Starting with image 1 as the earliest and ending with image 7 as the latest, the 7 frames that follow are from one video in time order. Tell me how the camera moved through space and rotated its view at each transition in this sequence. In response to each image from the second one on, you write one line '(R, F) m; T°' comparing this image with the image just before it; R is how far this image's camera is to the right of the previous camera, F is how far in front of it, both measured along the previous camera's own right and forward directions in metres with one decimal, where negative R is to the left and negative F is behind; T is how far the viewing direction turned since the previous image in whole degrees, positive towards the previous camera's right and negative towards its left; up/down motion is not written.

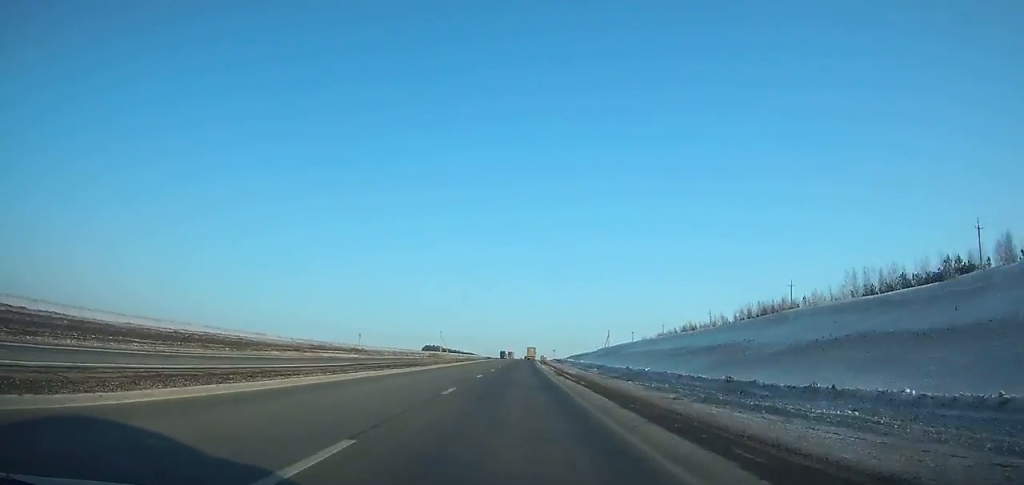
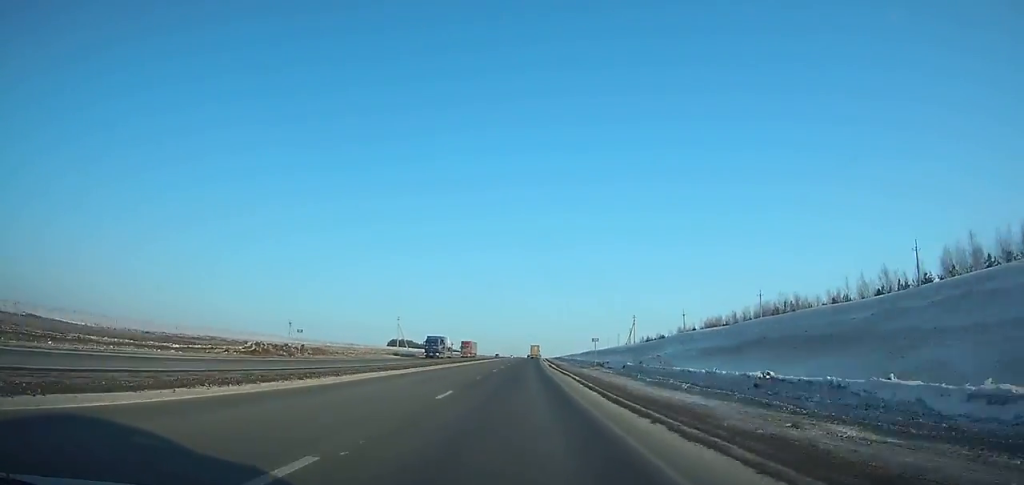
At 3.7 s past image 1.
(+1.0, +96.3) m; +1°
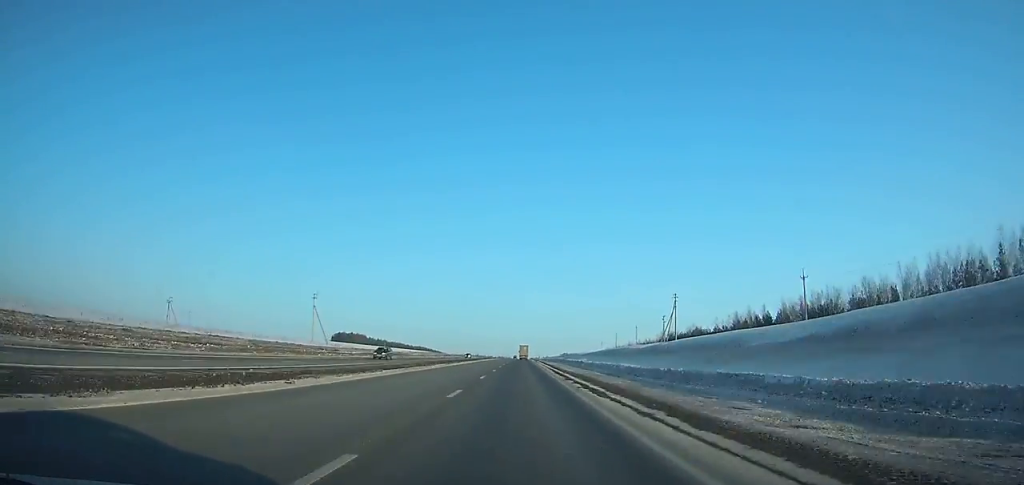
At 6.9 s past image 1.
(+0.7, +83.3) m; +1°
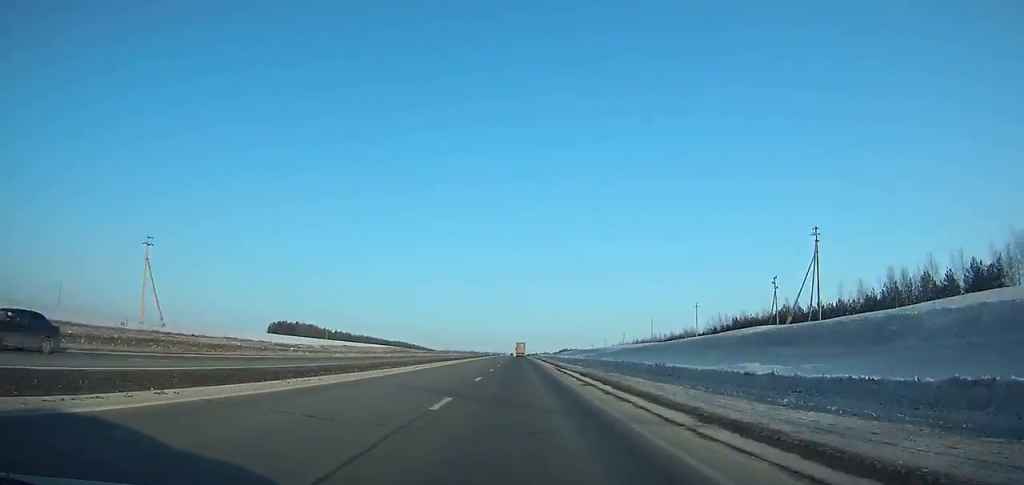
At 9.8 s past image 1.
(+0.4, +75.5) m; 0°
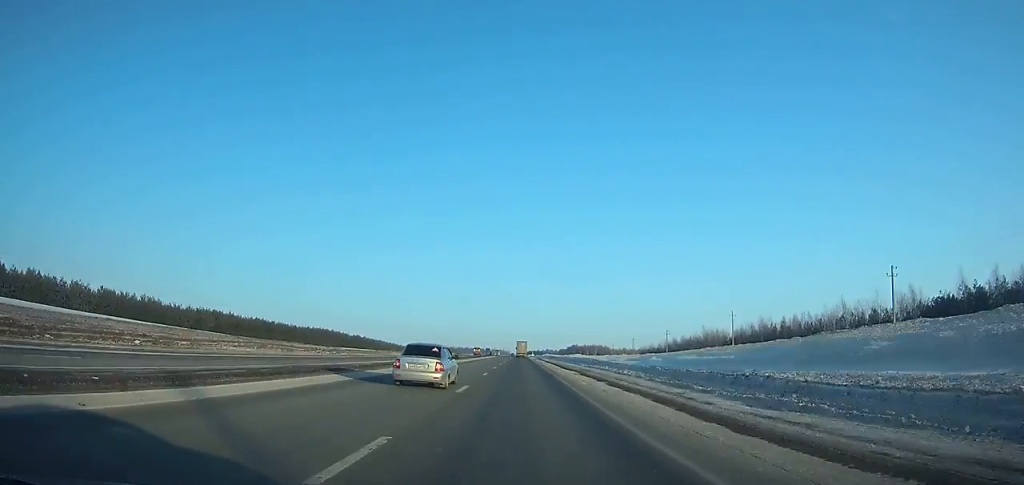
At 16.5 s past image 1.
(0.0, +175.1) m; 0°
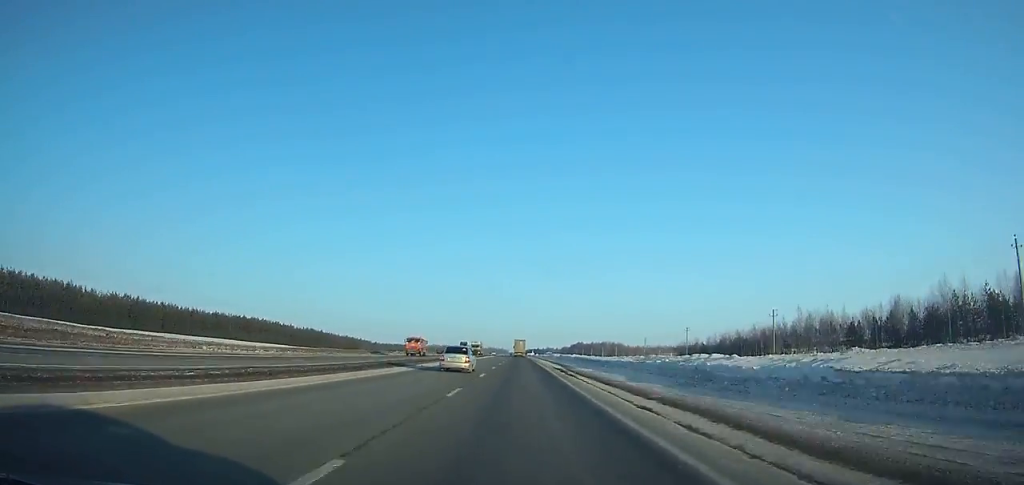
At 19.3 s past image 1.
(0.0, +73.1) m; 0°
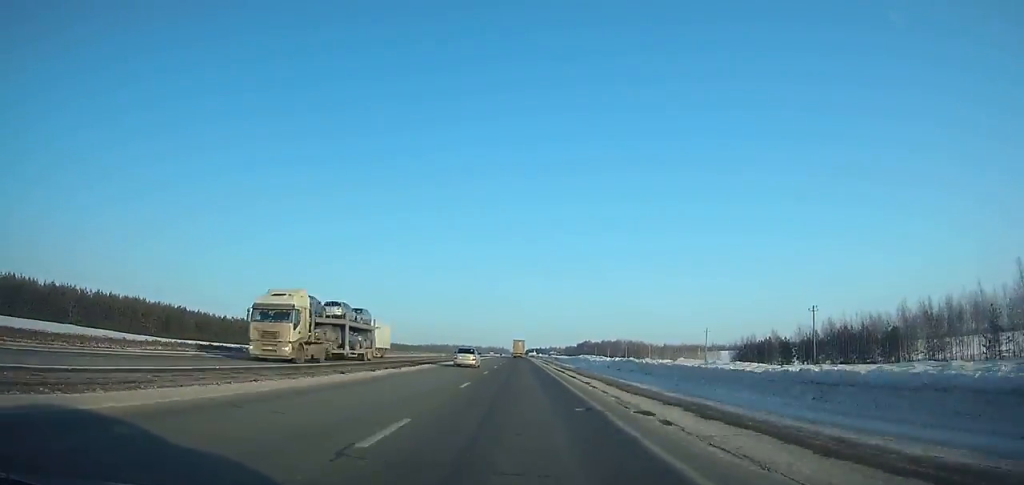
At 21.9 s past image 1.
(-0.1, +67.5) m; 0°
